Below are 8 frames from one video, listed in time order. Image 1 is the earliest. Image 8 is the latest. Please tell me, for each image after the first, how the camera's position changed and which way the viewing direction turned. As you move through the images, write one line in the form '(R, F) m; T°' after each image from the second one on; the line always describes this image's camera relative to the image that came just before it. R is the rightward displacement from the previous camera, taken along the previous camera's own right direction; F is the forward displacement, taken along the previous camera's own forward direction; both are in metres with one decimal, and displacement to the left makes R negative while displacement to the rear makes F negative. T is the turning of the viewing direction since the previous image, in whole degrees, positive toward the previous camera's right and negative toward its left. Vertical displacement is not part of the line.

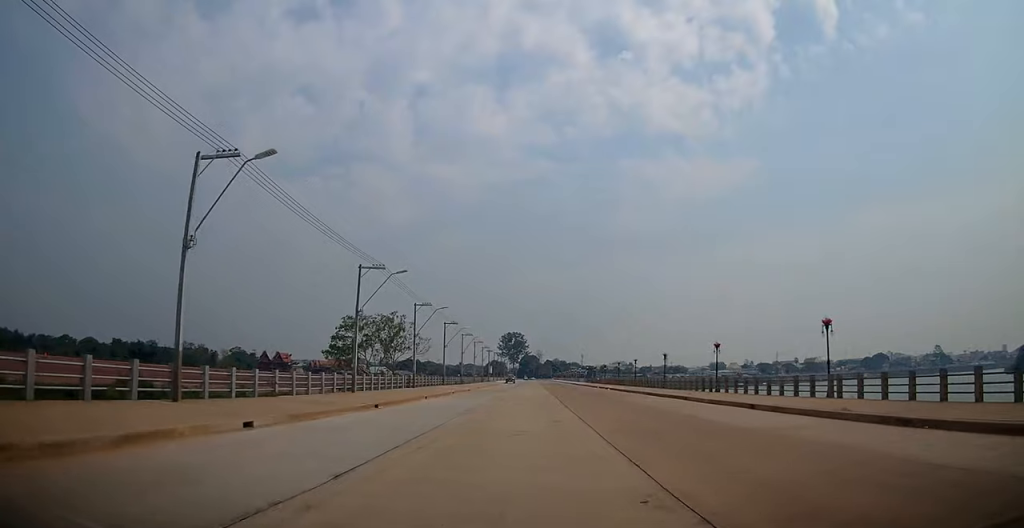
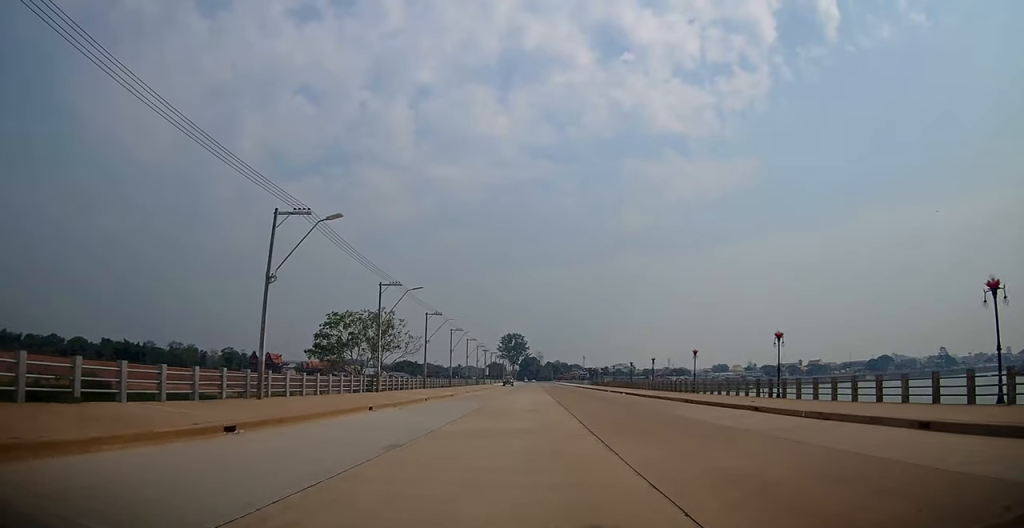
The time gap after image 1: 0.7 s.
(+0.1, +11.0) m; 0°
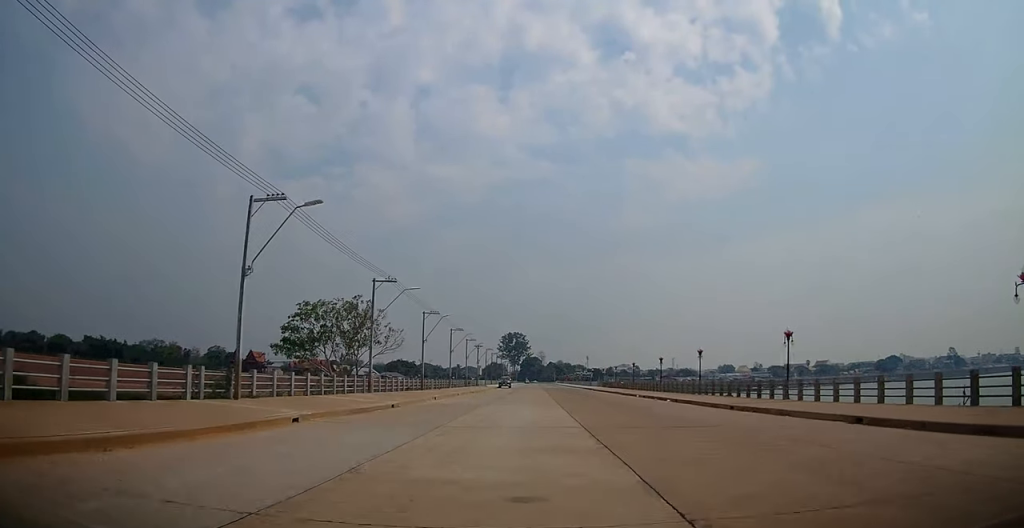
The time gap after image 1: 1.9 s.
(+0.1, +17.9) m; 0°
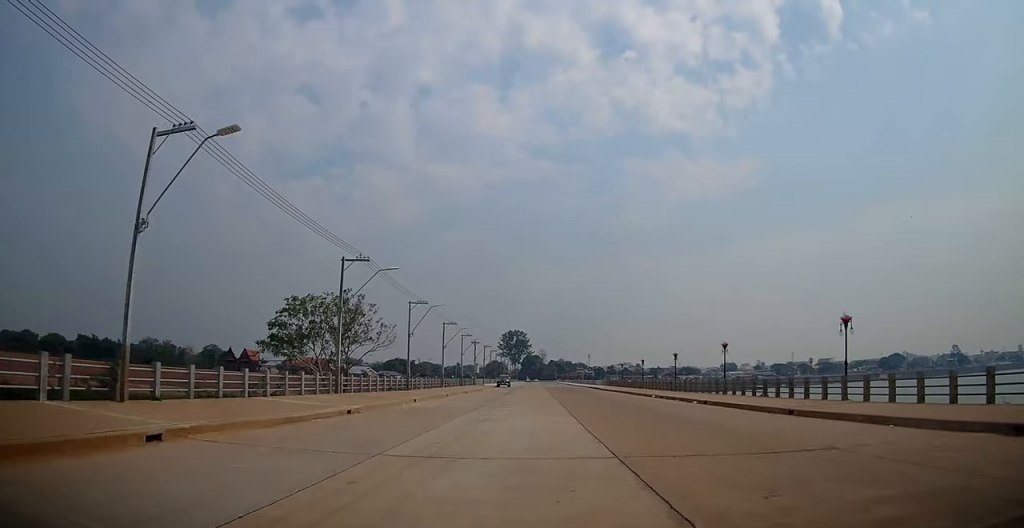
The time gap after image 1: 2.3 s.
(0.0, +5.9) m; 0°
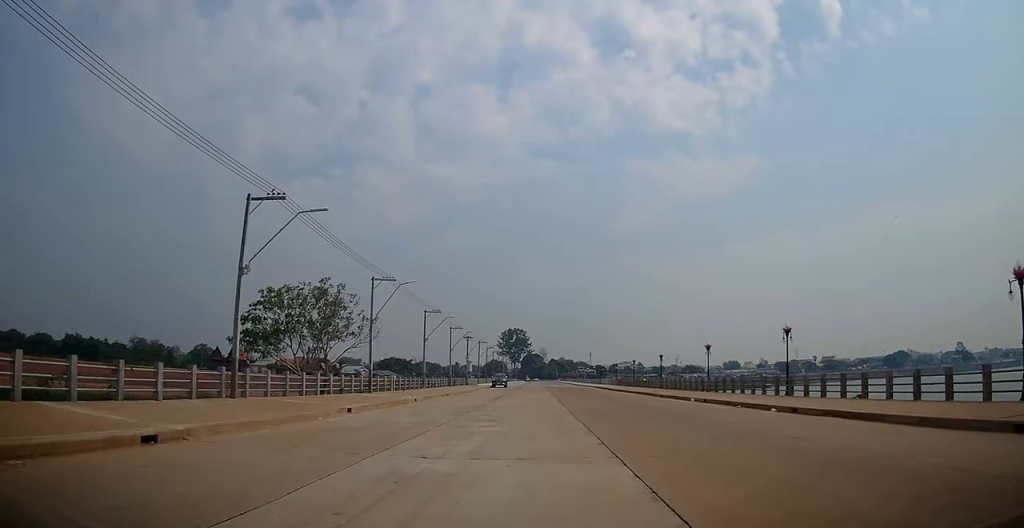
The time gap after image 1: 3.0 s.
(0.0, +10.3) m; 0°
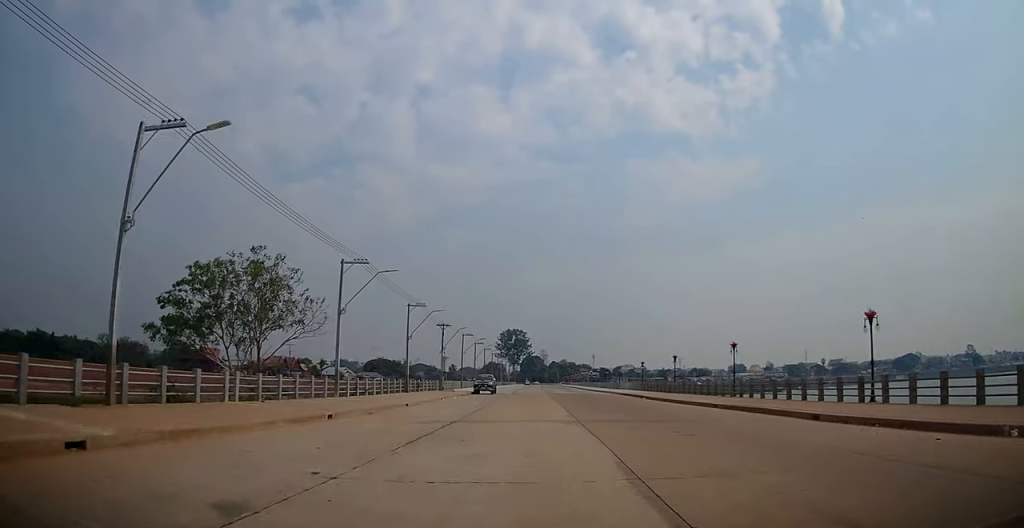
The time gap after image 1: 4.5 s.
(0.0, +22.4) m; 0°
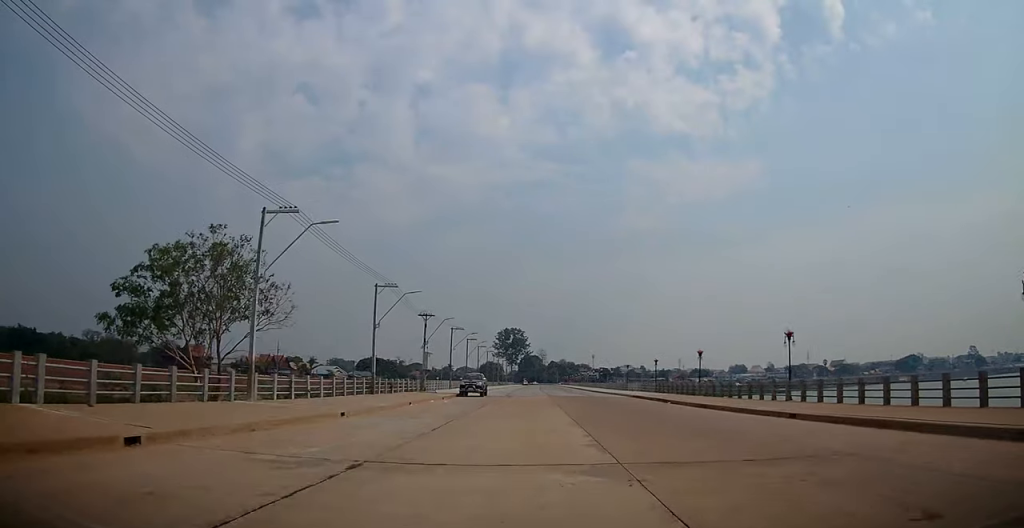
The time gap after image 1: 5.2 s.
(0.0, +9.1) m; 0°
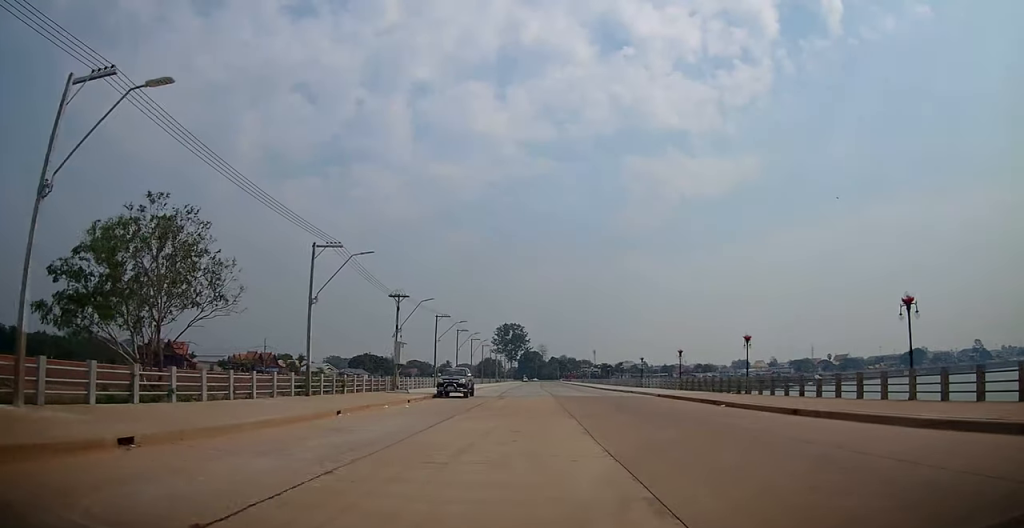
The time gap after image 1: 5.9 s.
(0.0, +10.4) m; 0°
